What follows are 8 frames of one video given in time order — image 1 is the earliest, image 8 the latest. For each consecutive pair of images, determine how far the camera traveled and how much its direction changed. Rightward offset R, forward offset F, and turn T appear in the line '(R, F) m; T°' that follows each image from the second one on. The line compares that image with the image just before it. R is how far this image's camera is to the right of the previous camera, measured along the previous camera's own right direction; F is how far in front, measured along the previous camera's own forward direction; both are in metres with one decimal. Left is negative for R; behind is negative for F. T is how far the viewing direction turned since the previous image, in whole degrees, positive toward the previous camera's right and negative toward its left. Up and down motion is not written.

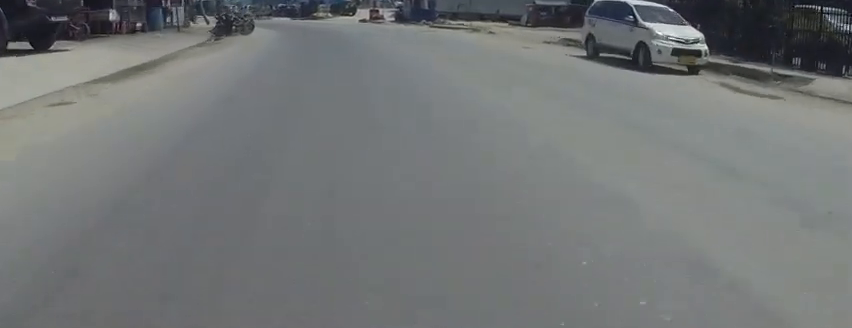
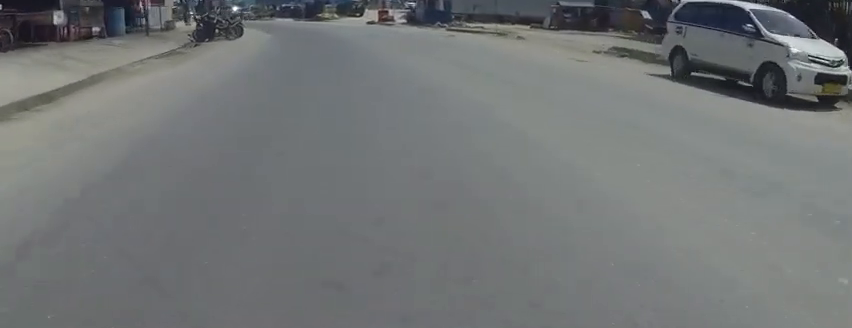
(0.0, +3.4) m; 0°
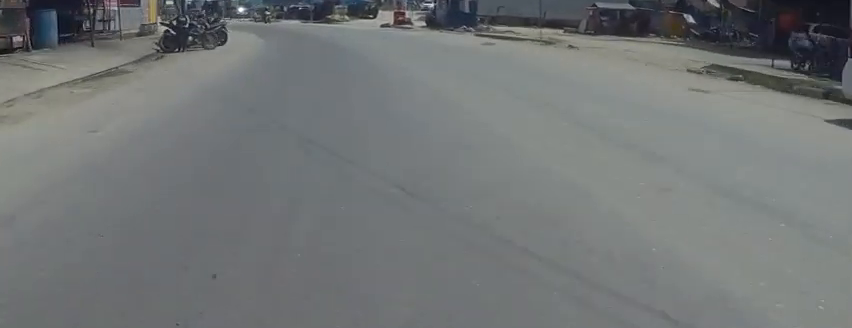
(0.0, +4.1) m; 0°
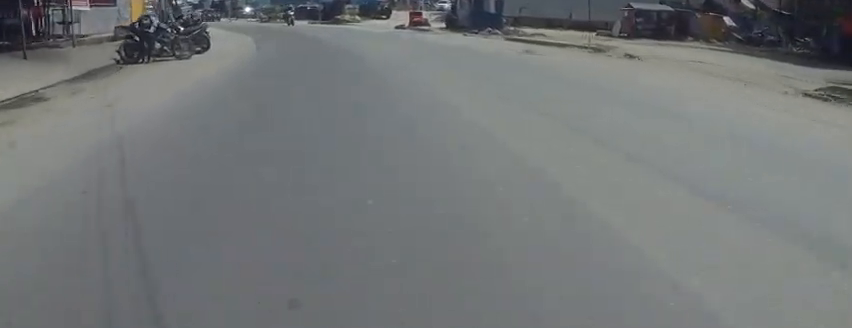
(0.0, +2.9) m; 0°
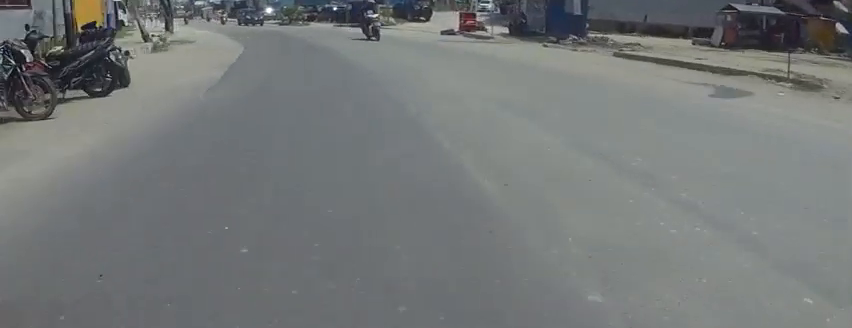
(0.0, +6.7) m; 0°
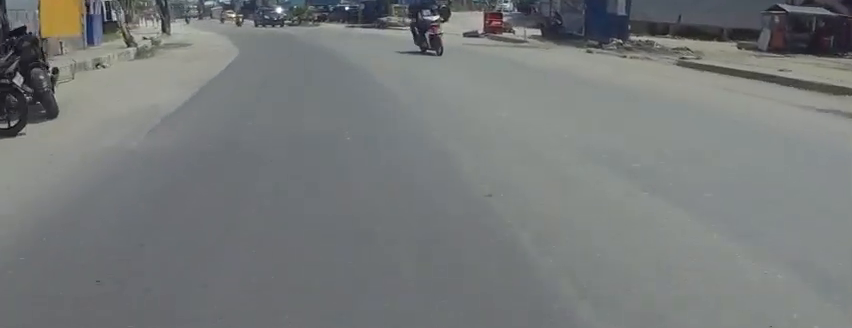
(0.0, +2.5) m; 0°
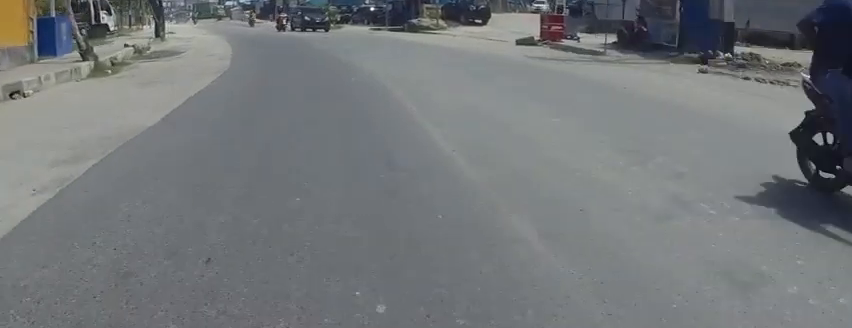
(0.0, +3.9) m; 0°
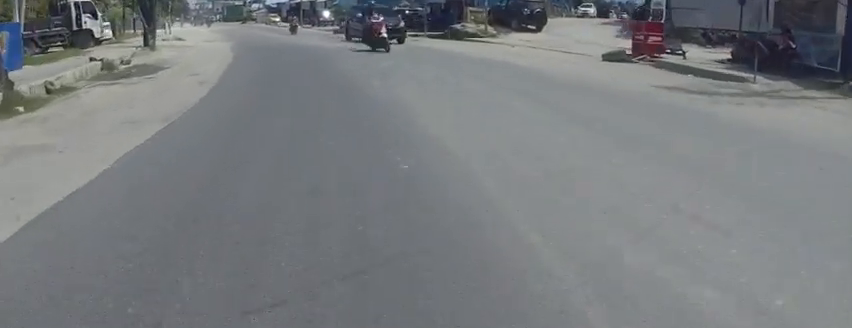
(0.0, +4.6) m; 0°
